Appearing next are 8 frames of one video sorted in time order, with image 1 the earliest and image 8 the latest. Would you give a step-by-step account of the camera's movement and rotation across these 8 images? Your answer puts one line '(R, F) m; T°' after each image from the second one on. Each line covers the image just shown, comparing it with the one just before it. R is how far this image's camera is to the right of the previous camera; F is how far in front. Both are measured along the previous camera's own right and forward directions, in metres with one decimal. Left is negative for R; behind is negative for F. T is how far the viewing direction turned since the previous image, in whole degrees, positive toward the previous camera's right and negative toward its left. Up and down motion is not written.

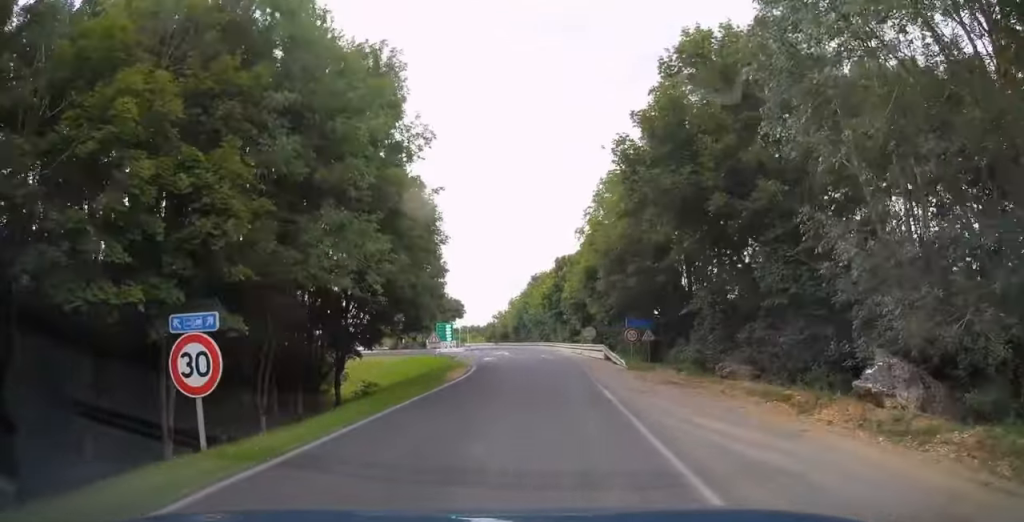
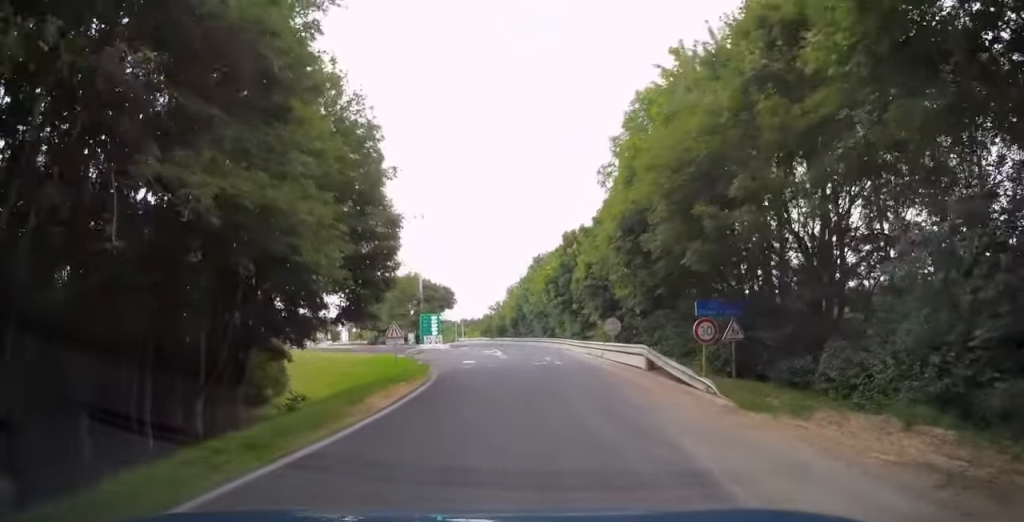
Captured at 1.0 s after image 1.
(-0.3, +12.0) m; +1°
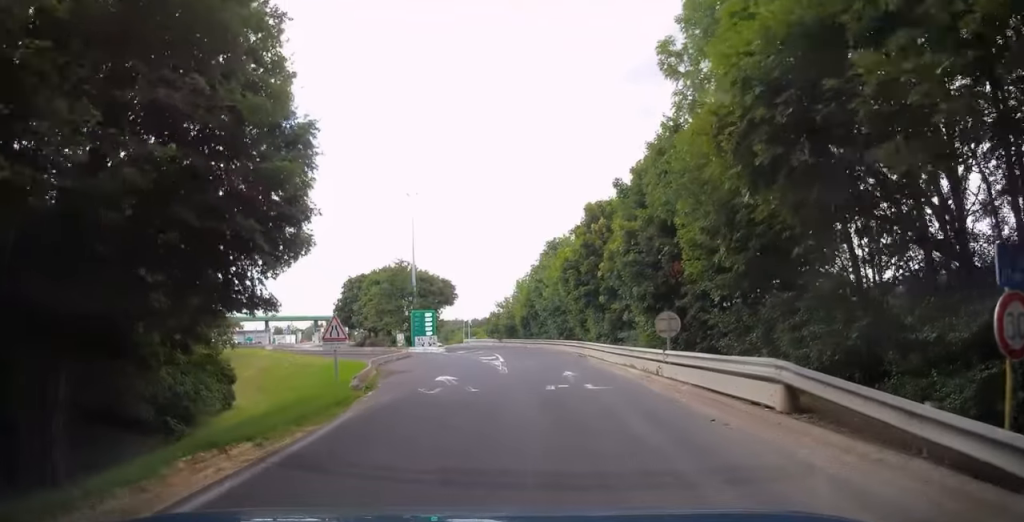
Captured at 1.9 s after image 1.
(+0.5, +10.7) m; -1°
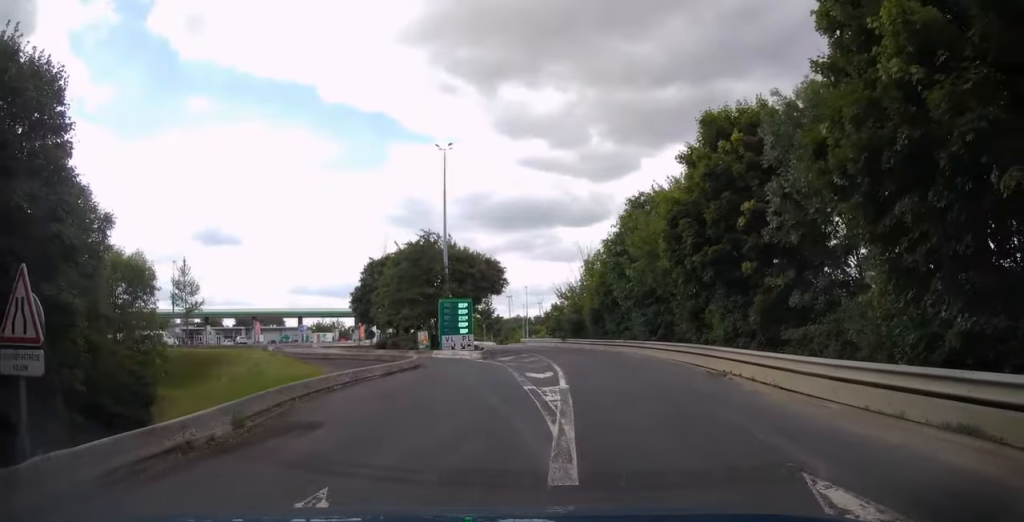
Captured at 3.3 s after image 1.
(-1.3, +15.1) m; -6°
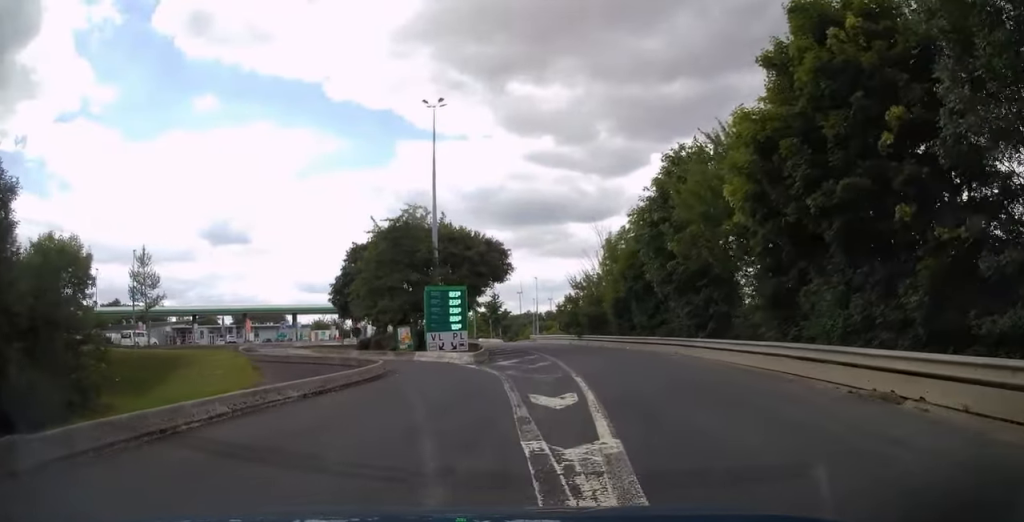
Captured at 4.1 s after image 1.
(-0.1, +7.8) m; -2°
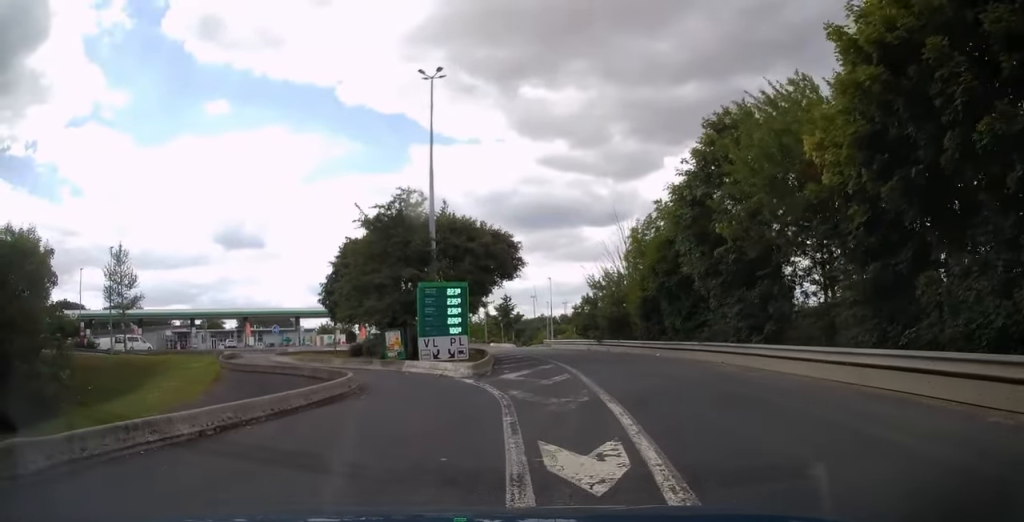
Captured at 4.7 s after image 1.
(+0.1, +4.8) m; -2°
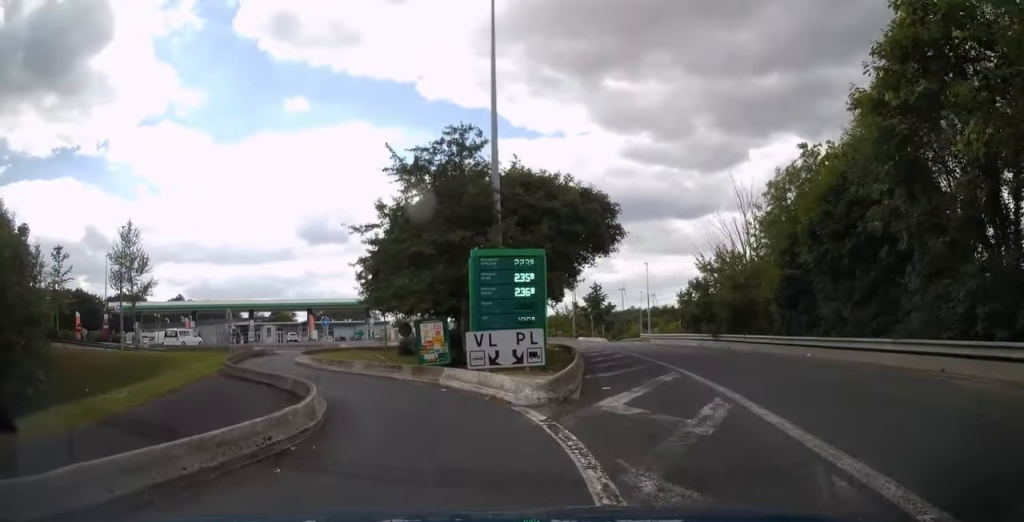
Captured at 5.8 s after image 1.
(-0.6, +8.2) m; -5°
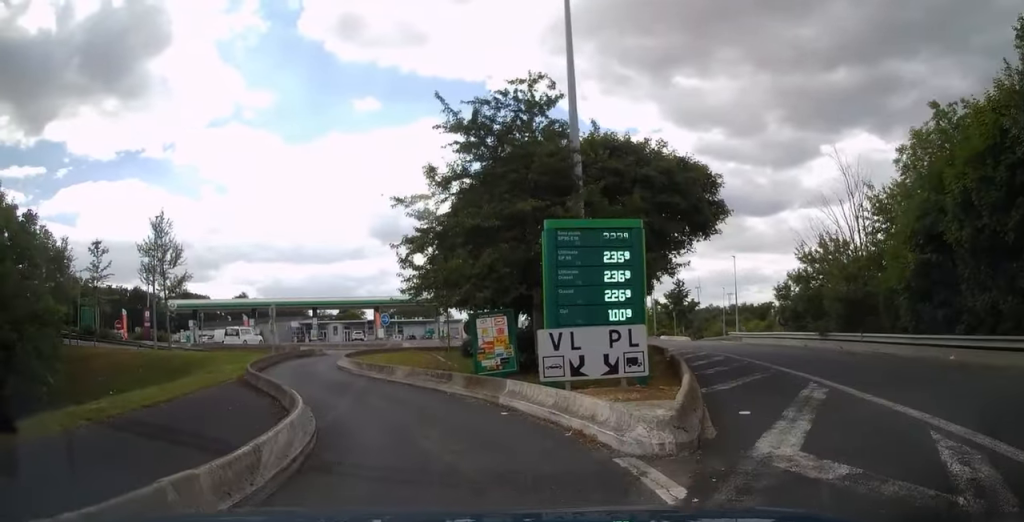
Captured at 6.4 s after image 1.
(0.0, +4.1) m; -4°
